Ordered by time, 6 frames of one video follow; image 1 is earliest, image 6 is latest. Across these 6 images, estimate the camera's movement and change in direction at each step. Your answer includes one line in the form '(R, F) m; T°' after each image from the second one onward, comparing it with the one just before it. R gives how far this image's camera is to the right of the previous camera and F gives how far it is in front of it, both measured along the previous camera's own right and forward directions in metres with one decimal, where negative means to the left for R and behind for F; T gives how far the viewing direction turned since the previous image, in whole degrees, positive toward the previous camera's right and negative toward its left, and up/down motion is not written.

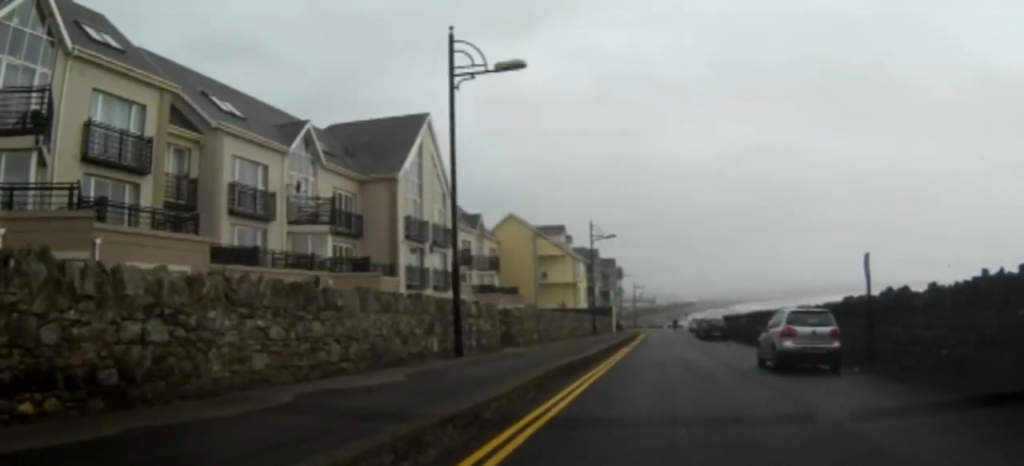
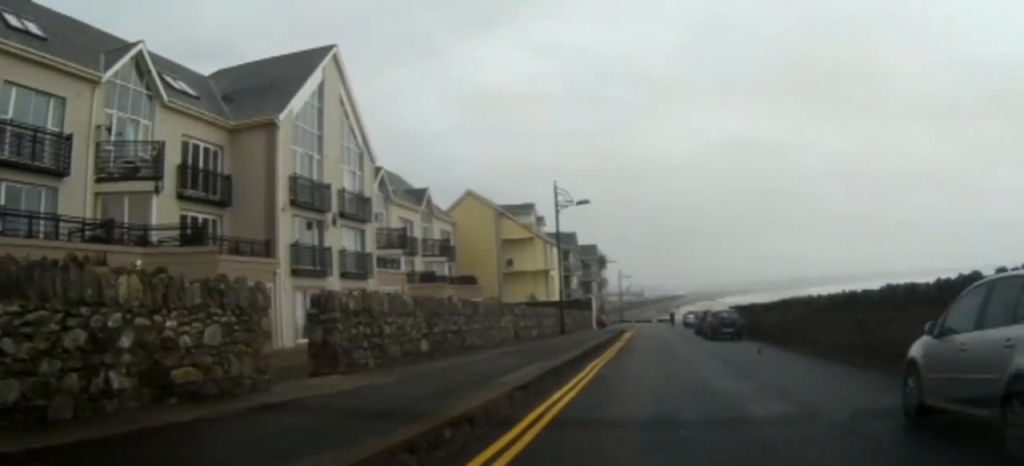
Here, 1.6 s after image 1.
(+0.2, +13.4) m; +2°
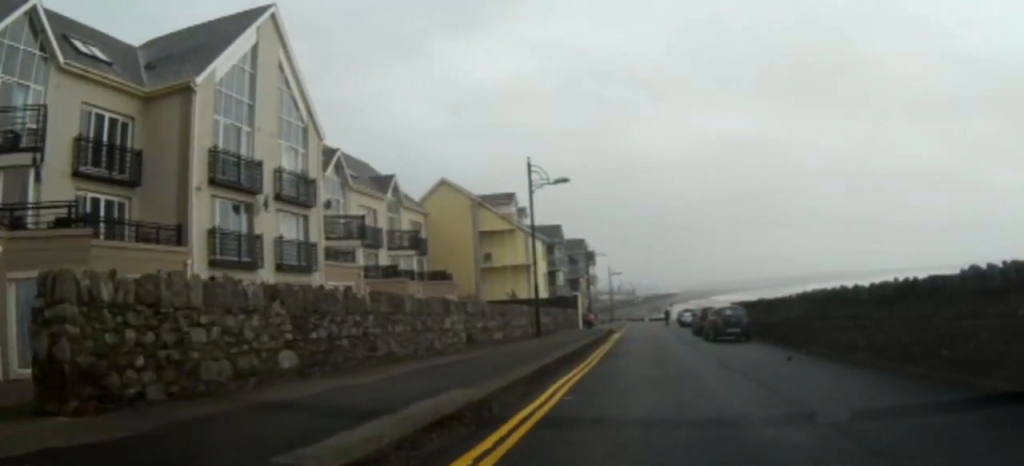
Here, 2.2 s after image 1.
(0.0, +6.2) m; 0°
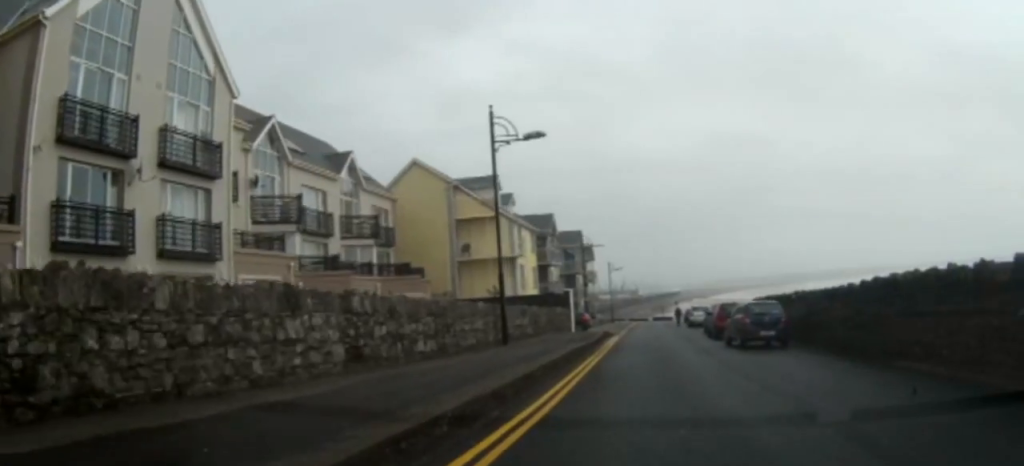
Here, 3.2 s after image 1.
(0.0, +7.6) m; -2°
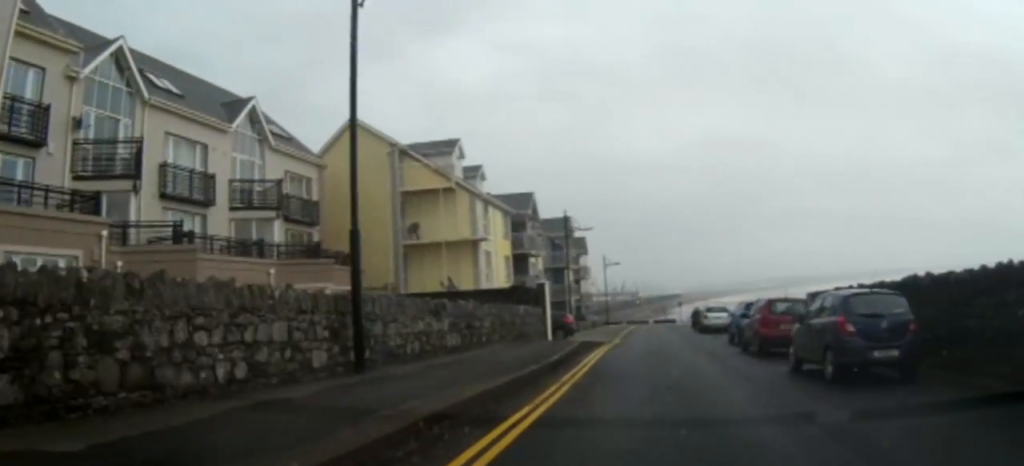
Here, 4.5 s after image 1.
(-0.4, +9.7) m; -3°
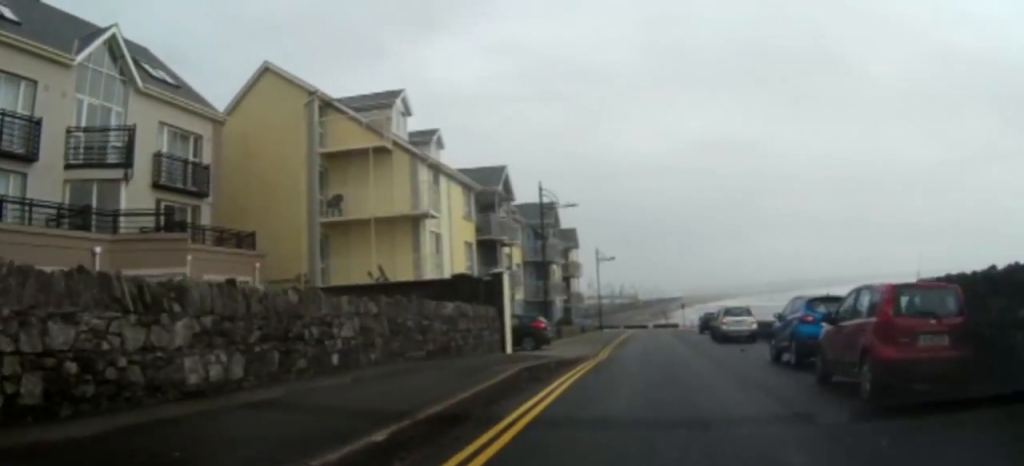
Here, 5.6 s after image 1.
(+0.2, +9.4) m; +2°
